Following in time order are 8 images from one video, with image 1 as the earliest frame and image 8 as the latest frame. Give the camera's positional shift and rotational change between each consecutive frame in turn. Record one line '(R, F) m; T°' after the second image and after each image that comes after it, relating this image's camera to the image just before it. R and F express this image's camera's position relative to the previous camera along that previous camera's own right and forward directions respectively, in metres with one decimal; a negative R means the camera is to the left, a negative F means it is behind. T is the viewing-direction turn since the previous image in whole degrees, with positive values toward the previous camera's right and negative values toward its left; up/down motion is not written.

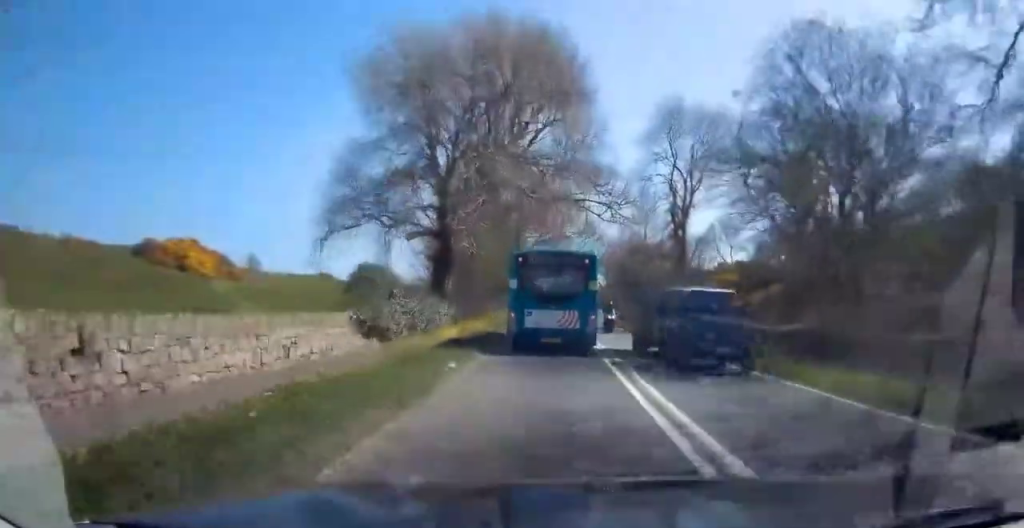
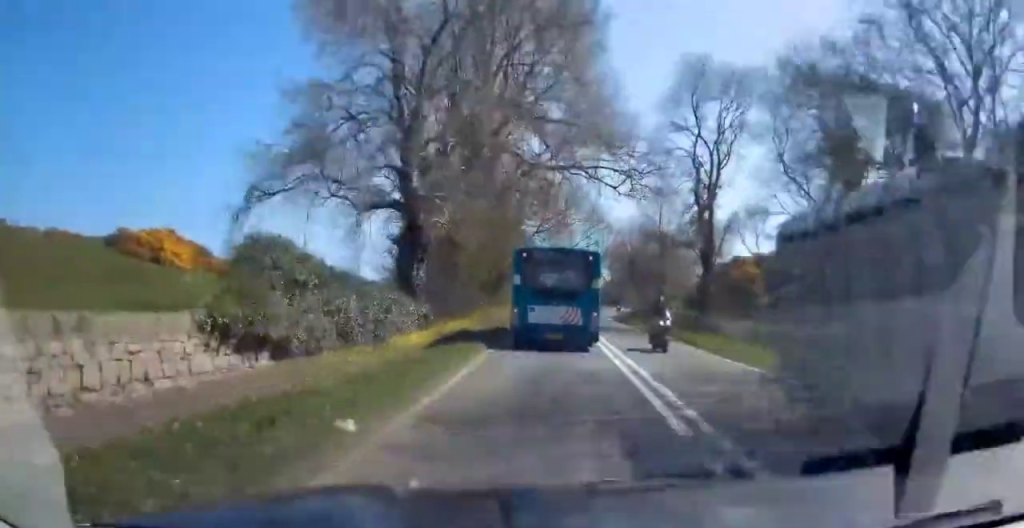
(0.0, +7.0) m; 0°
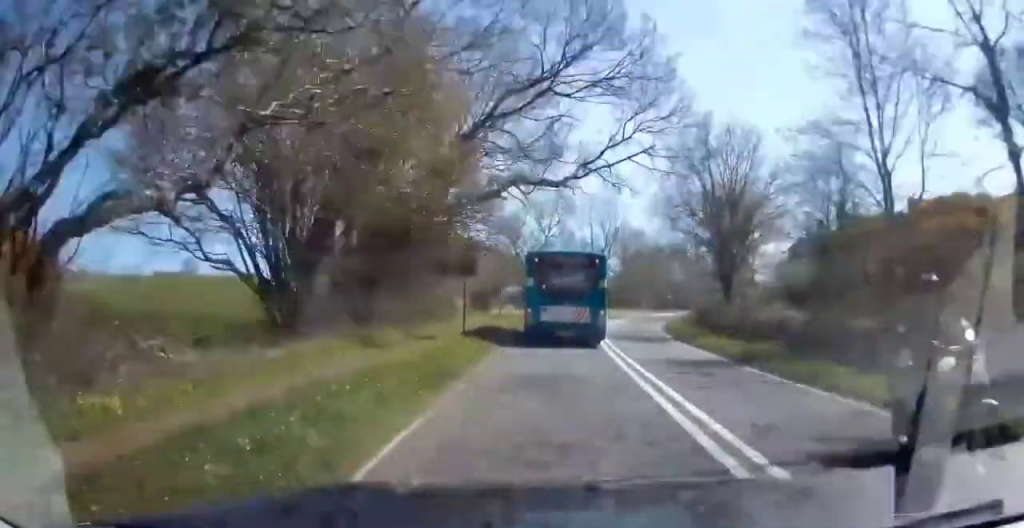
(+0.2, +37.2) m; +1°
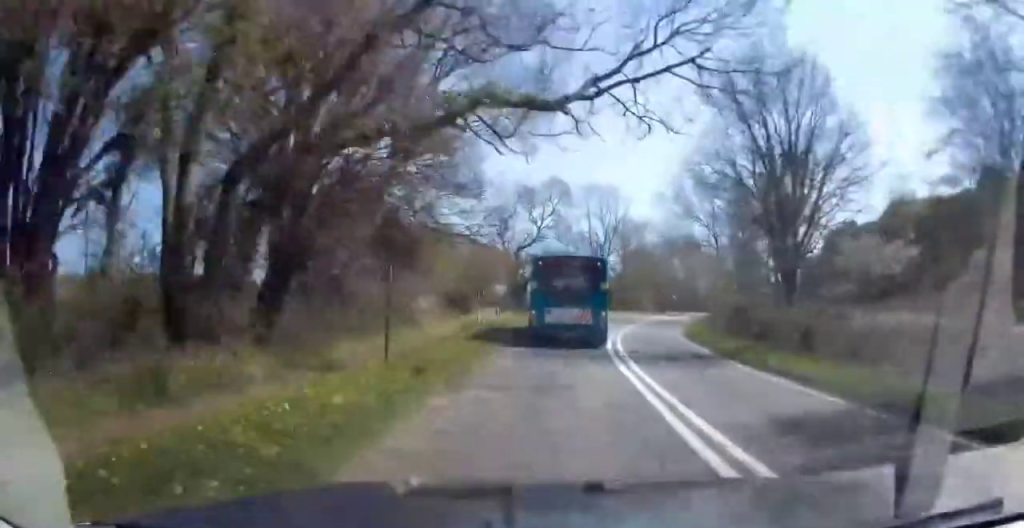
(0.0, +9.1) m; 0°
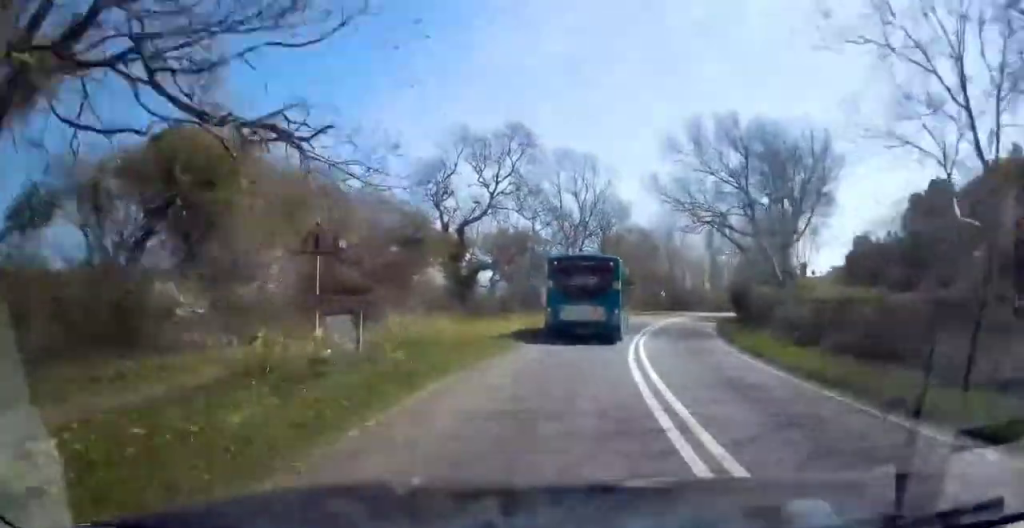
(0.0, +17.7) m; 0°
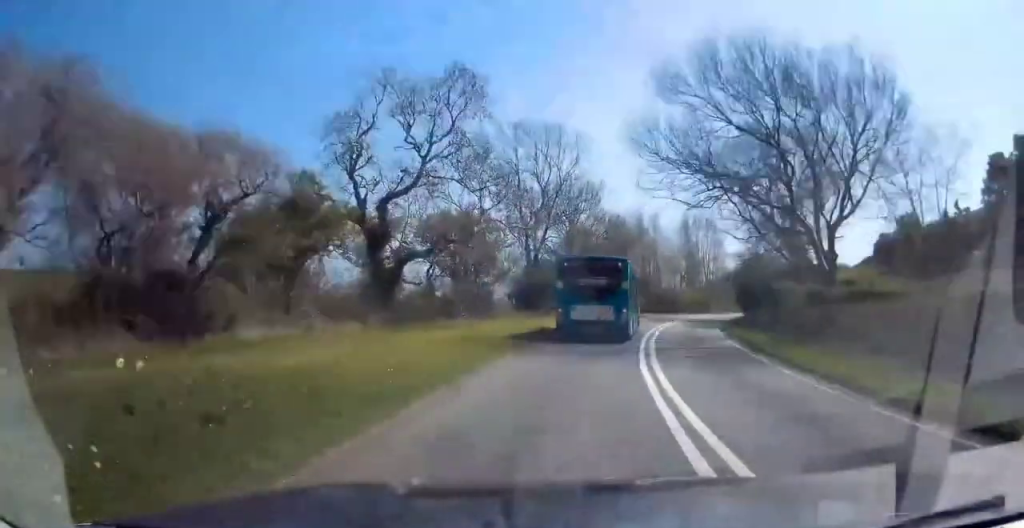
(-0.1, +11.1) m; +1°
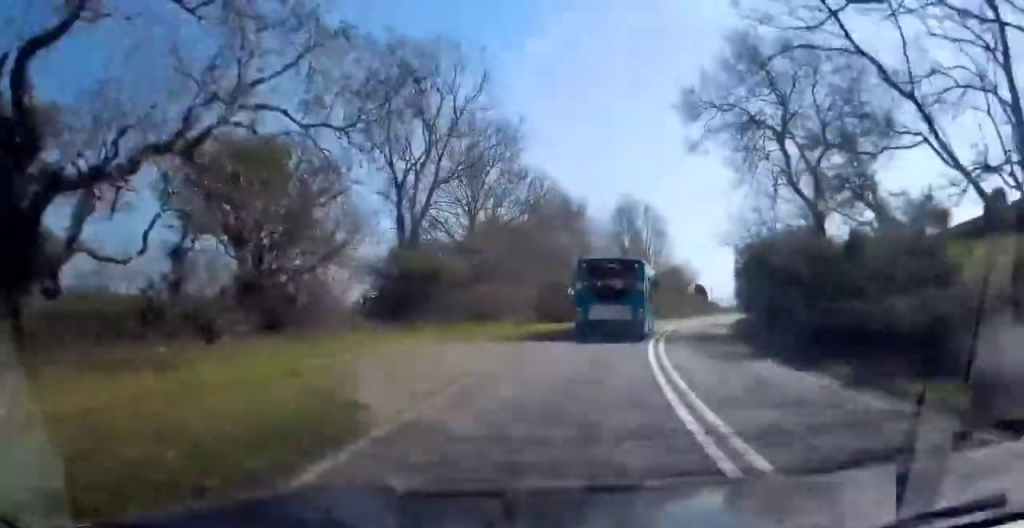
(+1.3, +20.3) m; +9°
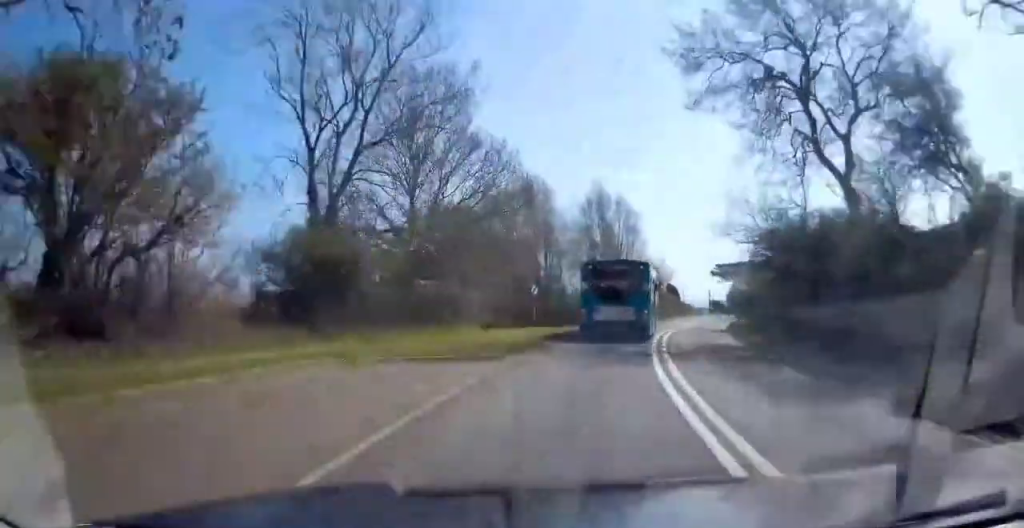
(+0.4, +7.6) m; +4°
